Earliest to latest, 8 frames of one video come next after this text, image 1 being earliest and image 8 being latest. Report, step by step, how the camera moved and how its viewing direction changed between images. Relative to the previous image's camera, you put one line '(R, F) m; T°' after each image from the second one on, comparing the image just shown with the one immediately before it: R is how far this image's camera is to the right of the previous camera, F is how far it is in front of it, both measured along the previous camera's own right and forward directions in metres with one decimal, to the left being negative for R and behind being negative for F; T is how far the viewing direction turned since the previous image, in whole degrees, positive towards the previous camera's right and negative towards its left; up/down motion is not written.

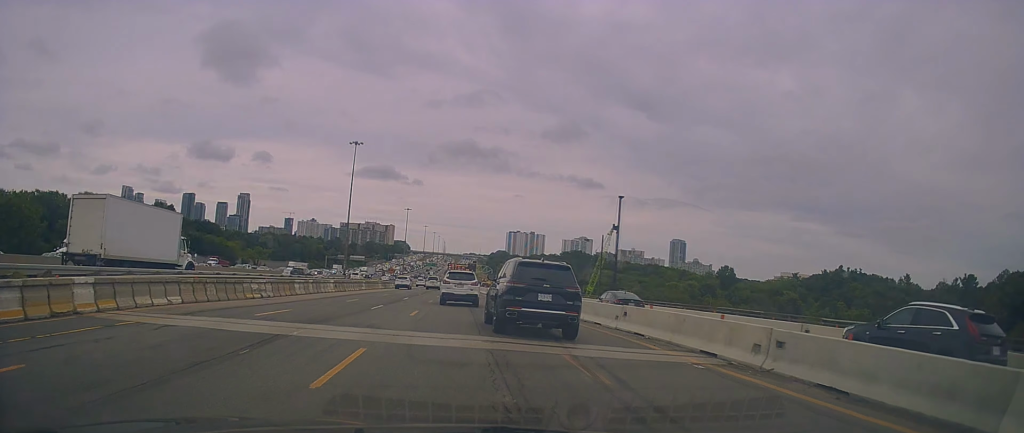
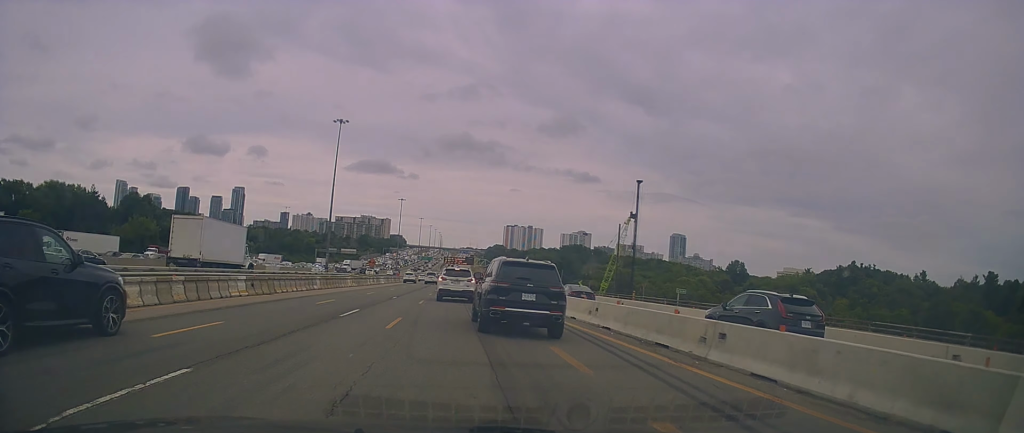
(+0.1, +16.5) m; +3°
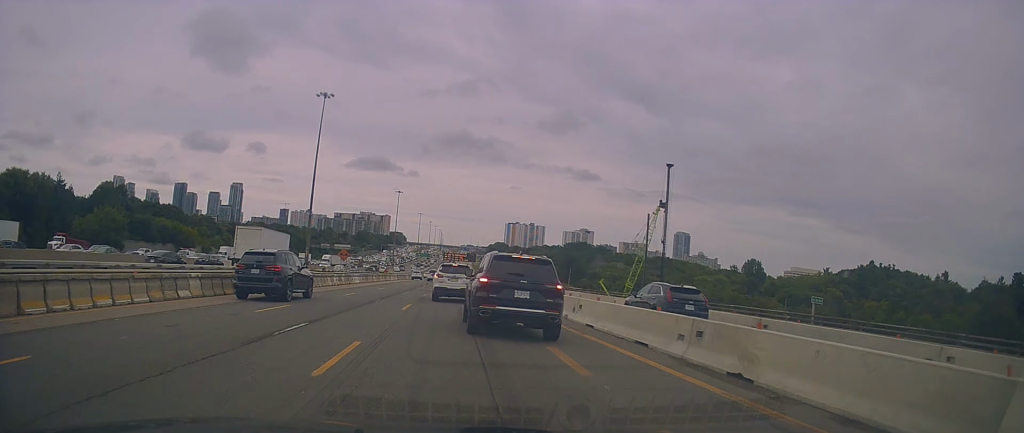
(+0.8, +18.3) m; +1°
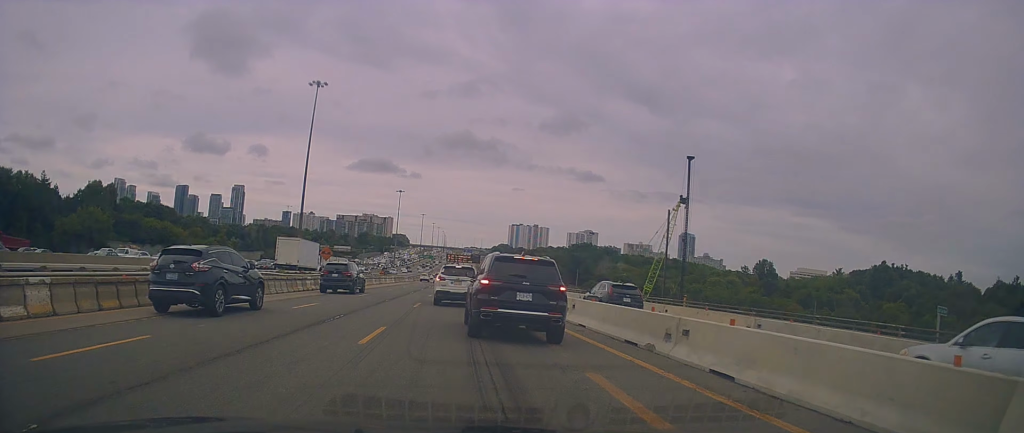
(-0.3, +11.0) m; -3°
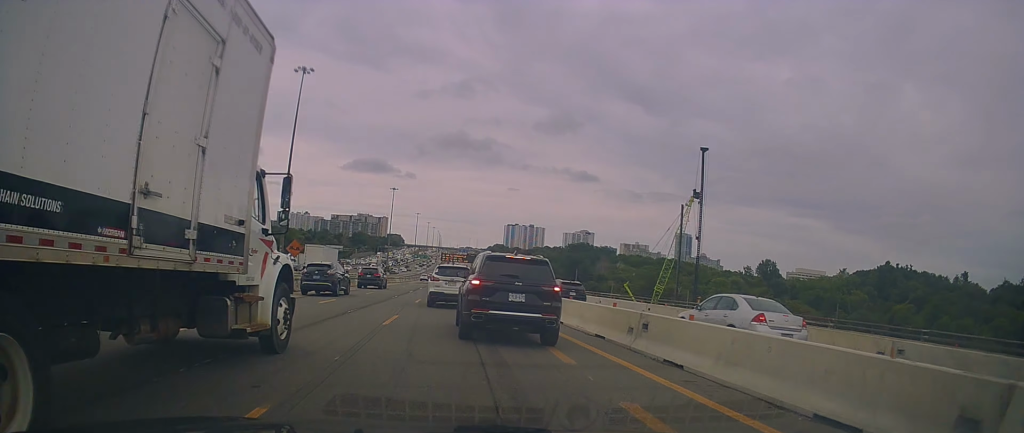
(-0.3, +9.7) m; 0°
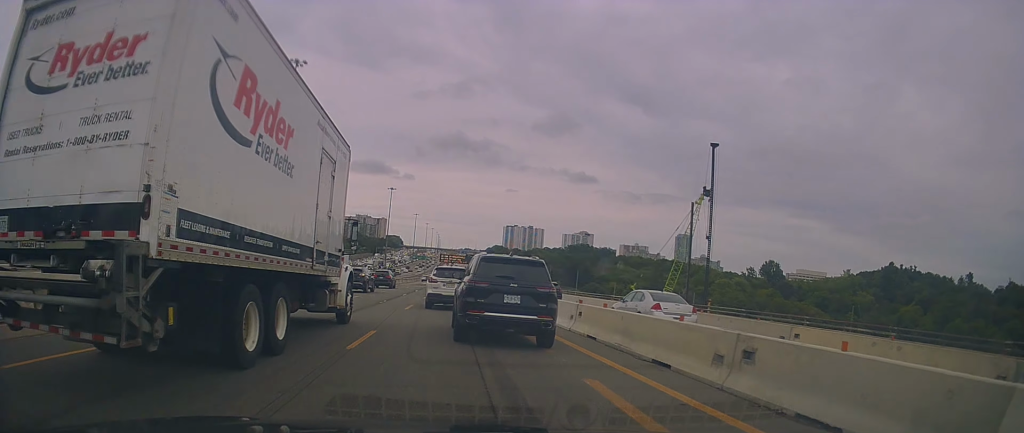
(0.0, +5.1) m; +1°
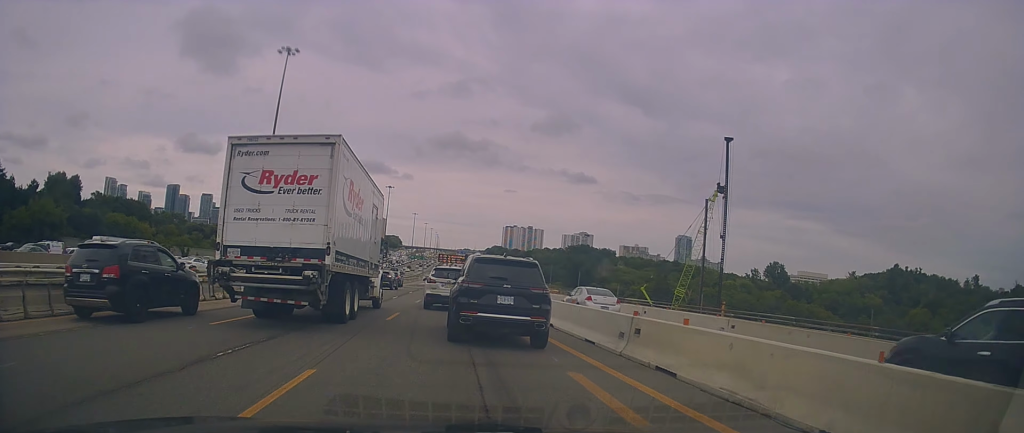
(+0.3, +5.7) m; 0°
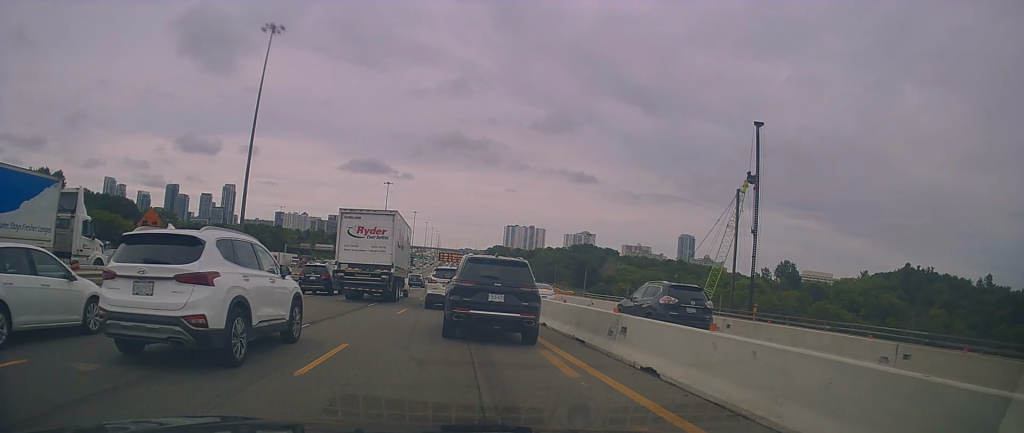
(-0.3, +9.5) m; 0°
